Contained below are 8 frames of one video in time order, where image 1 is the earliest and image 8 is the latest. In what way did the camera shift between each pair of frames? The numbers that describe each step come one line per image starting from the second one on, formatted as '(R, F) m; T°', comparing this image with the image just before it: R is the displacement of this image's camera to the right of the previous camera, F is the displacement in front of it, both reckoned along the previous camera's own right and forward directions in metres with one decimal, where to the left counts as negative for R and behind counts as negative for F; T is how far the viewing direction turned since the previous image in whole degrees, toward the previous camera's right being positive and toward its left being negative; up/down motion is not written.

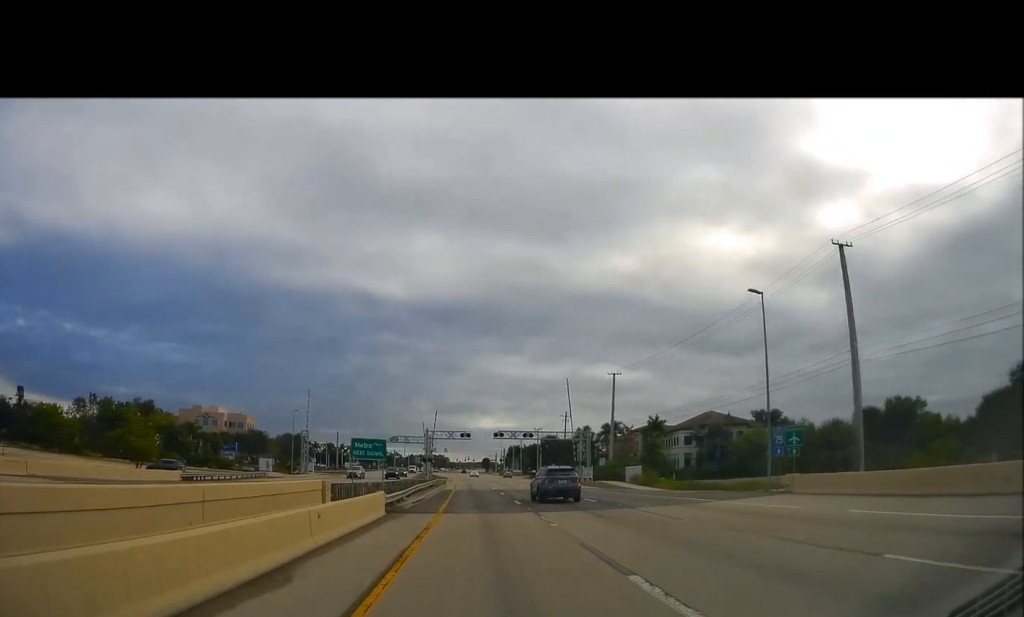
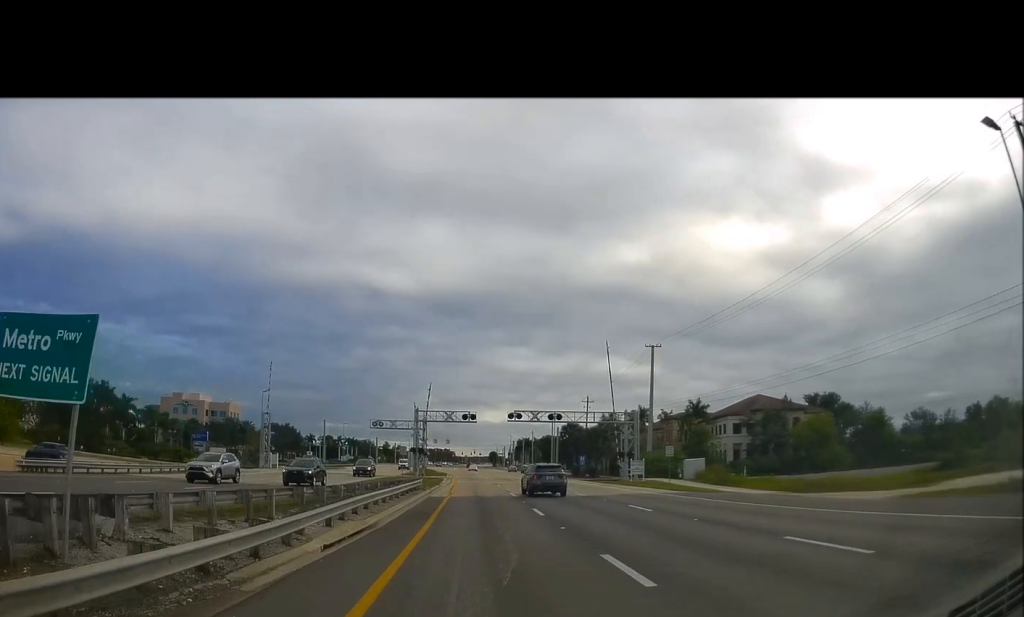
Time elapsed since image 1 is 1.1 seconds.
(+0.1, +21.5) m; 0°
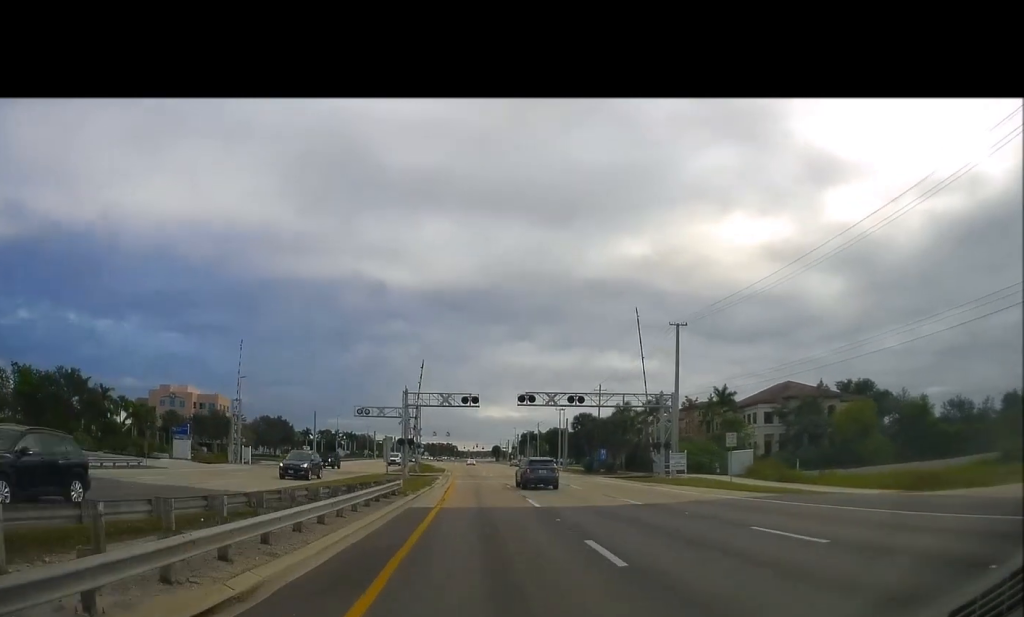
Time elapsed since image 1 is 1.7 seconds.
(0.0, +10.9) m; -1°
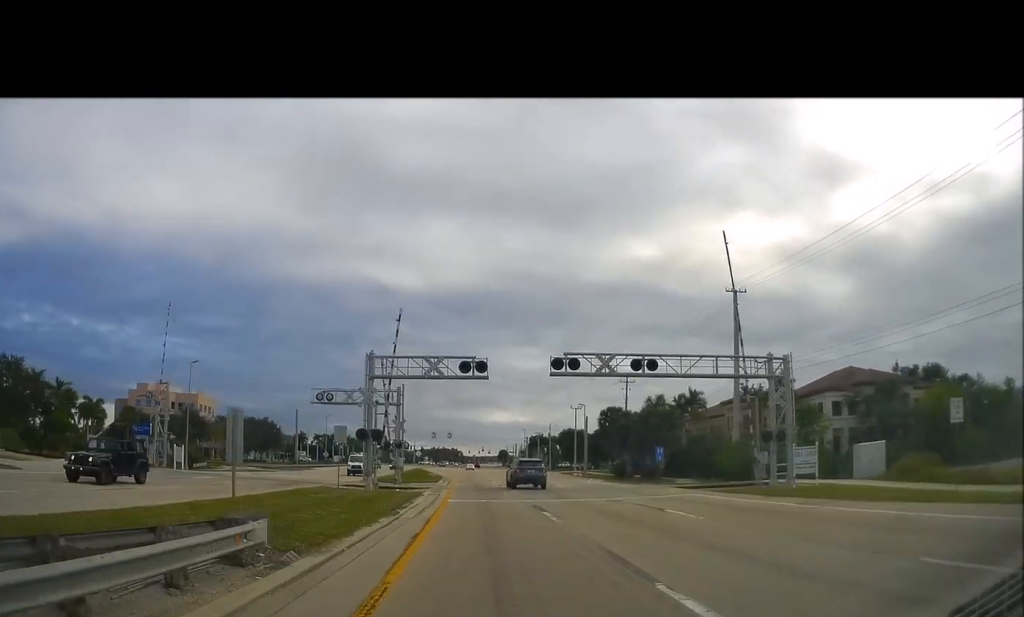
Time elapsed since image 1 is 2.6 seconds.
(-0.3, +17.7) m; -1°
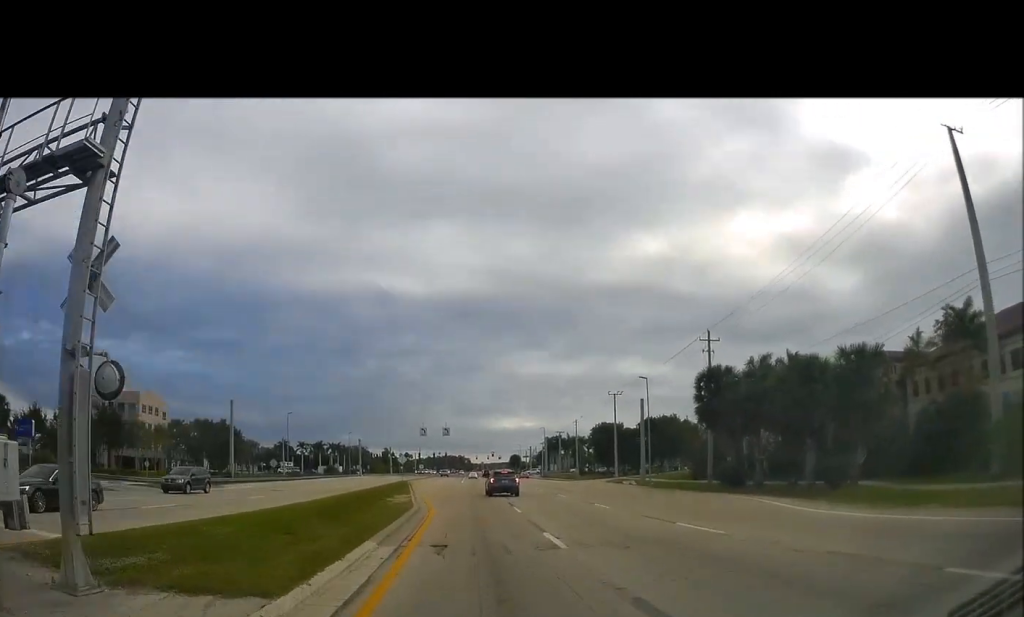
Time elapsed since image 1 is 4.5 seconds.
(+0.5, +36.1) m; +1°
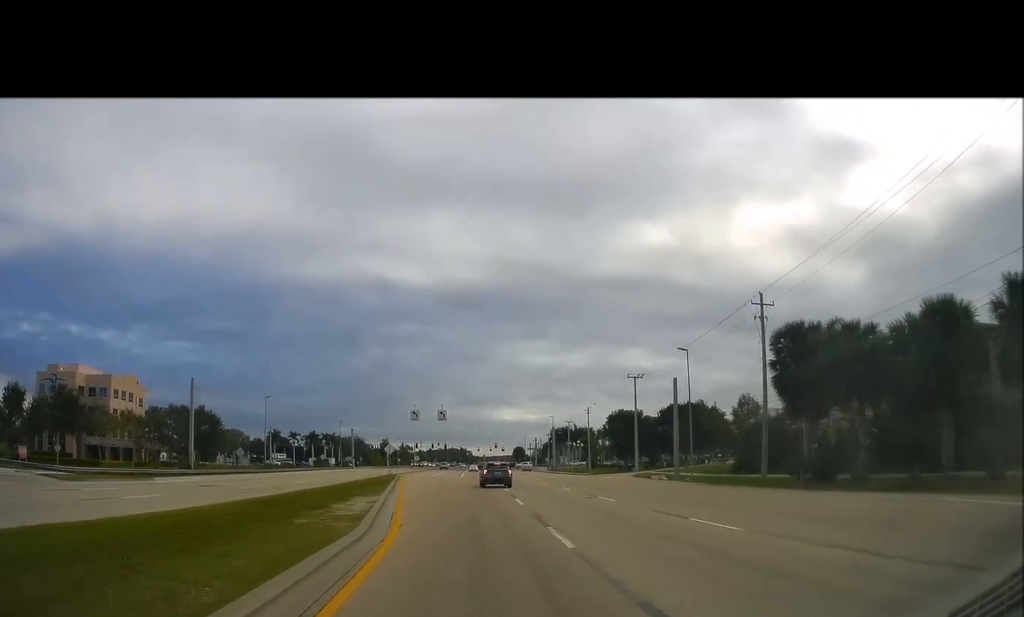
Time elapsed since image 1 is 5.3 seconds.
(0.0, +13.5) m; -1°
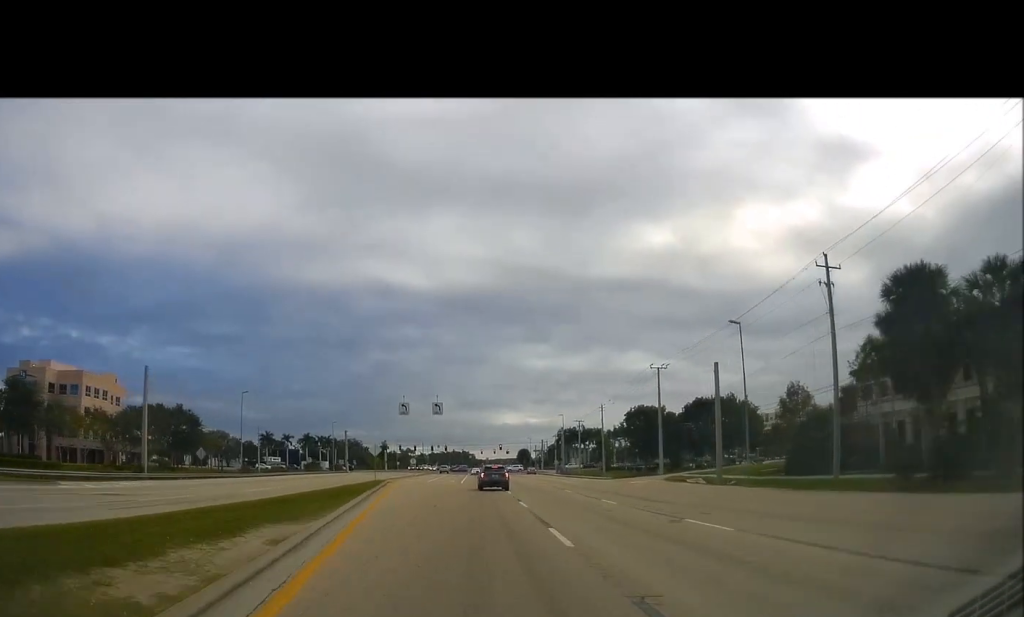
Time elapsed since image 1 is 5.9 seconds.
(-0.3, +12.0) m; -1°
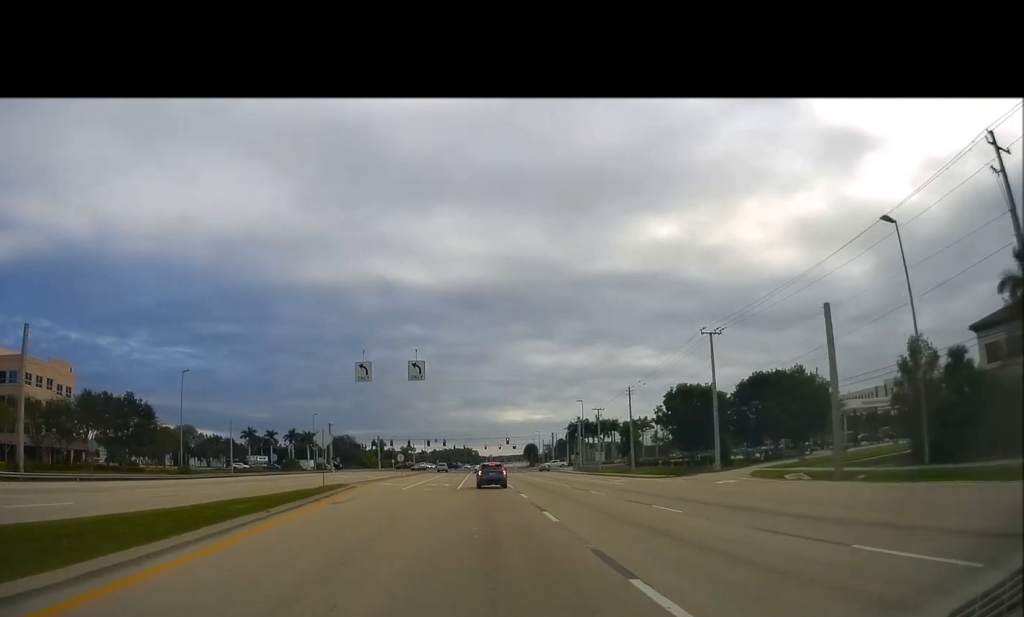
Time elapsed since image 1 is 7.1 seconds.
(-0.1, +21.2) m; +1°
